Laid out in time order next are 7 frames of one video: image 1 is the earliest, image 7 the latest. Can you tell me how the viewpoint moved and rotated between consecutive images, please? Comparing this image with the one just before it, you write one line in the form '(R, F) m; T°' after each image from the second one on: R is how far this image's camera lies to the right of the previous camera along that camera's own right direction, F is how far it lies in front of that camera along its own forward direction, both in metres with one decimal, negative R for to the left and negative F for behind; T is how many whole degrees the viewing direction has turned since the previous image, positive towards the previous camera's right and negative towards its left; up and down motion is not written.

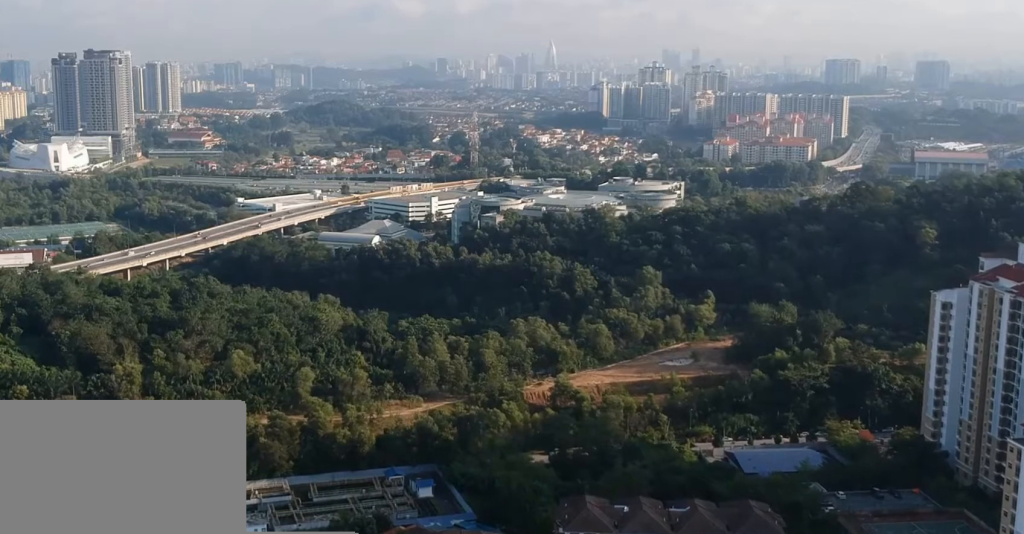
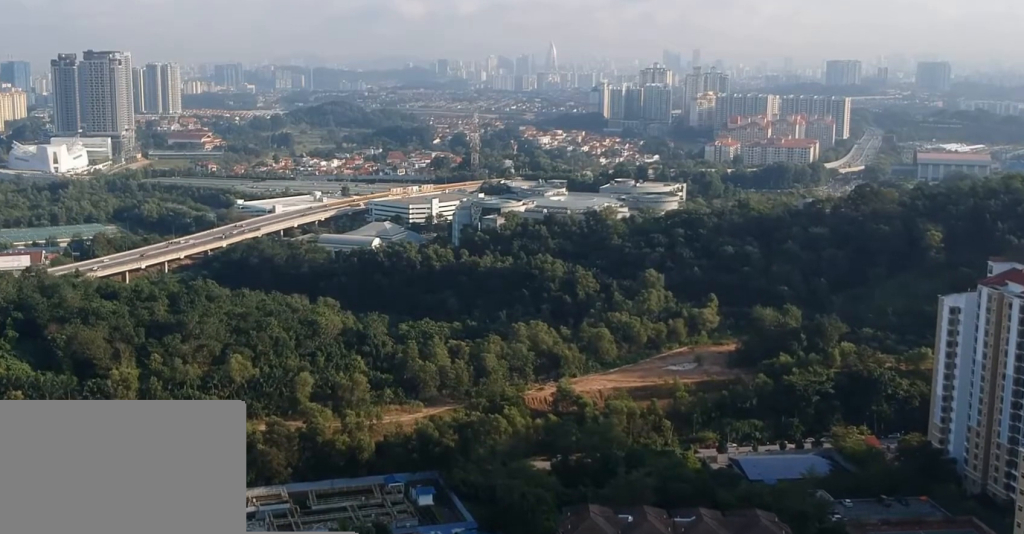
(0.0, +4.4) m; 0°
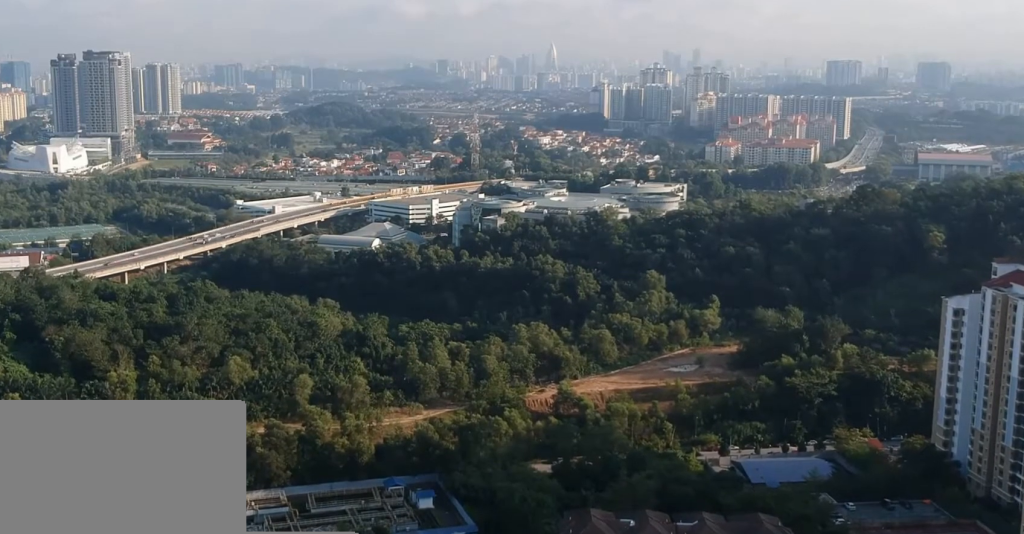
(0.0, +2.2) m; 0°
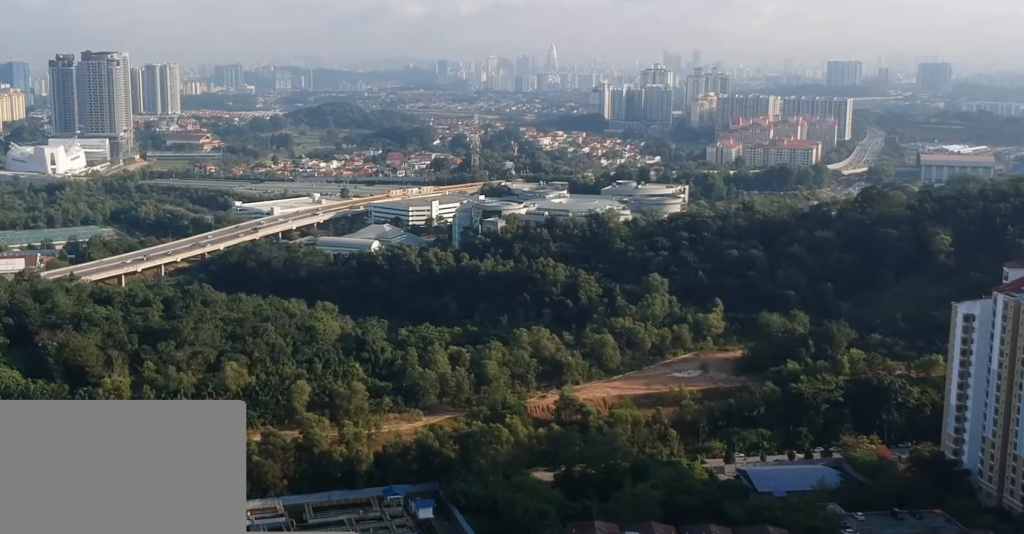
(0.0, +6.0) m; 0°
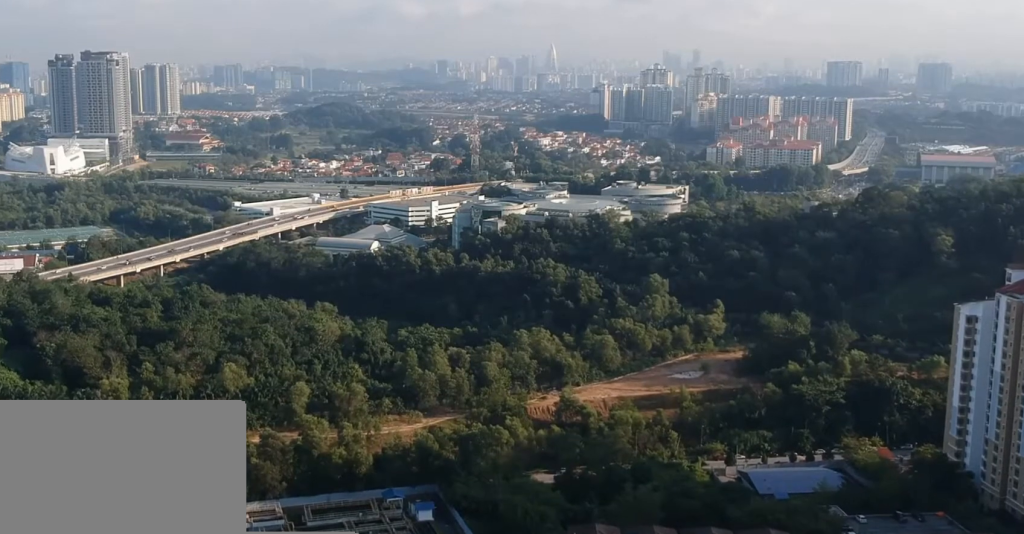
(0.0, +1.6) m; 0°
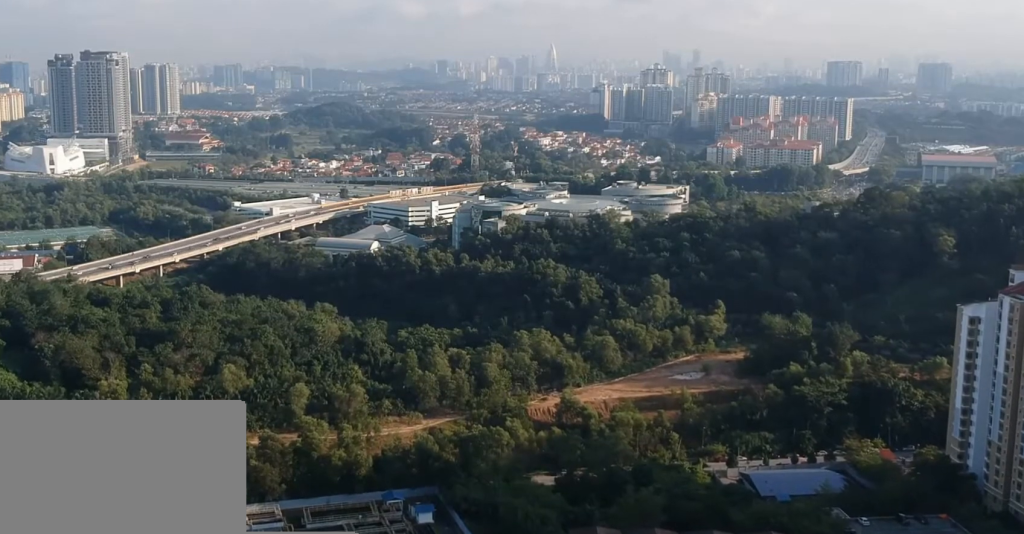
(0.0, +1.5) m; 0°
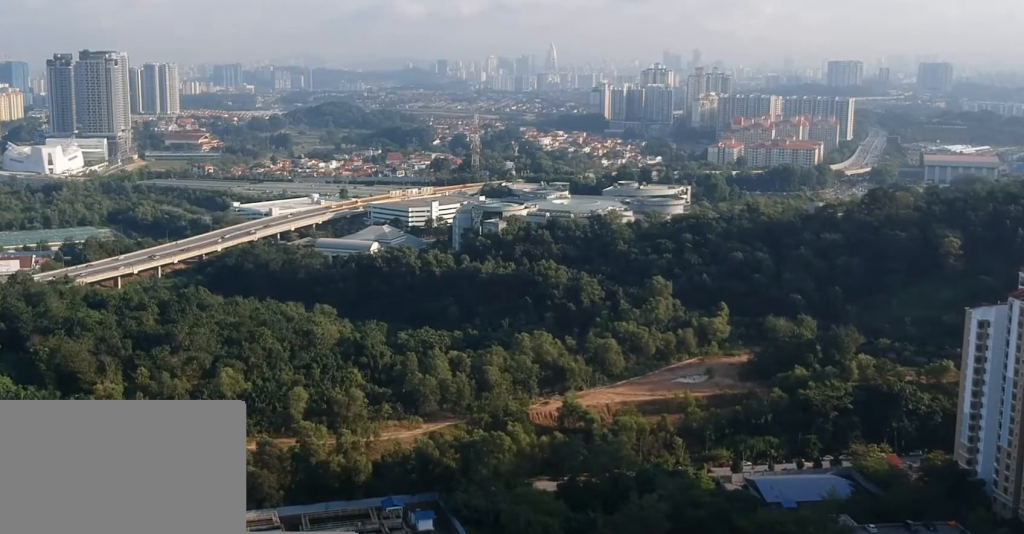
(0.0, +4.7) m; +1°
